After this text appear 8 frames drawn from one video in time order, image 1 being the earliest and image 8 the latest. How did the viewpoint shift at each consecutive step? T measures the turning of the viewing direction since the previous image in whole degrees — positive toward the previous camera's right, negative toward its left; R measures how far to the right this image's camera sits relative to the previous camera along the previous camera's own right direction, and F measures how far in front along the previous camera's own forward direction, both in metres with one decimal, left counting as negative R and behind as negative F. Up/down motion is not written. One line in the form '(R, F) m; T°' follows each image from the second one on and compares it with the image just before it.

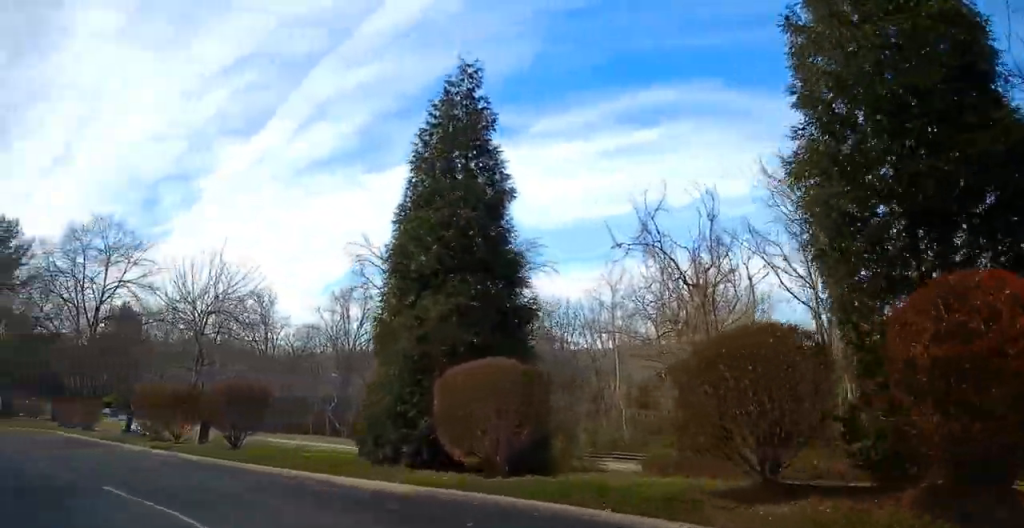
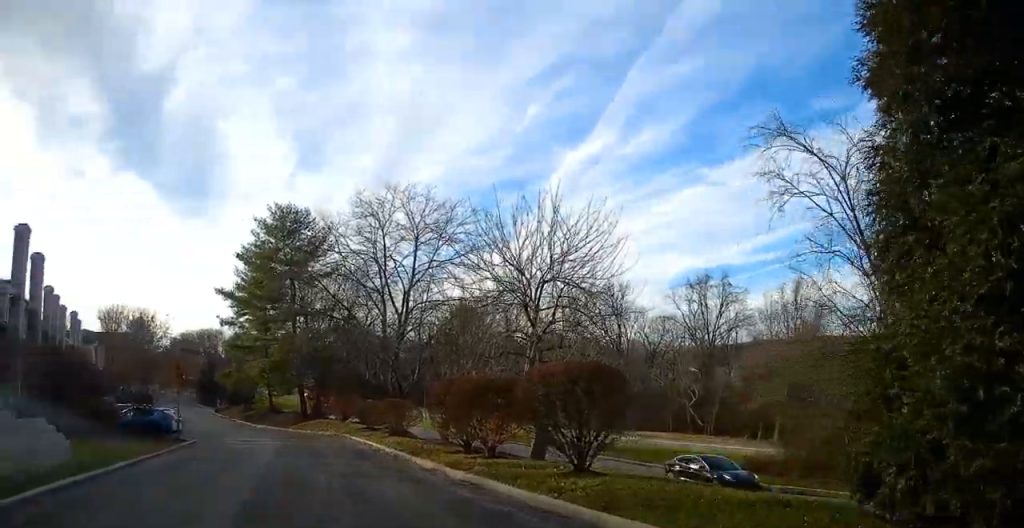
(-2.6, +7.1) m; -34°
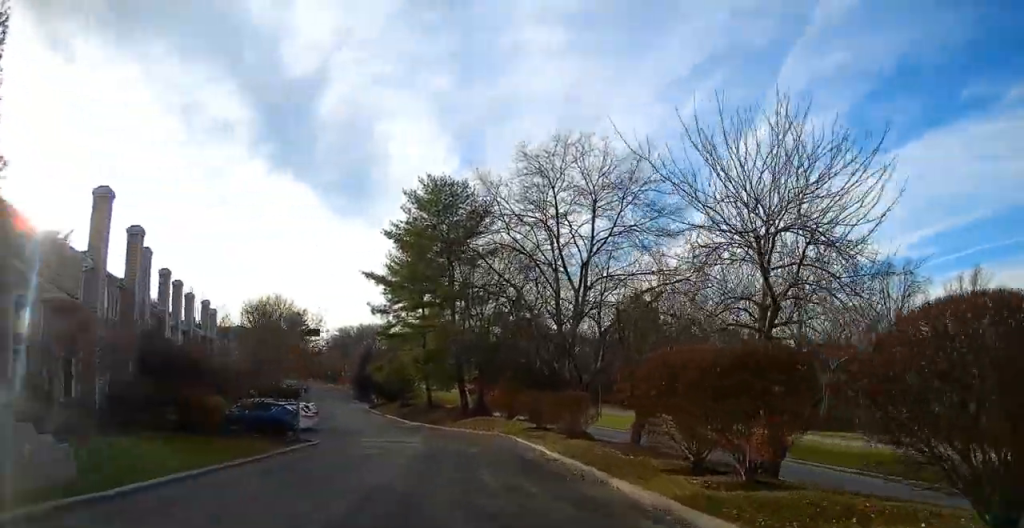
(-0.8, +6.6) m; -10°
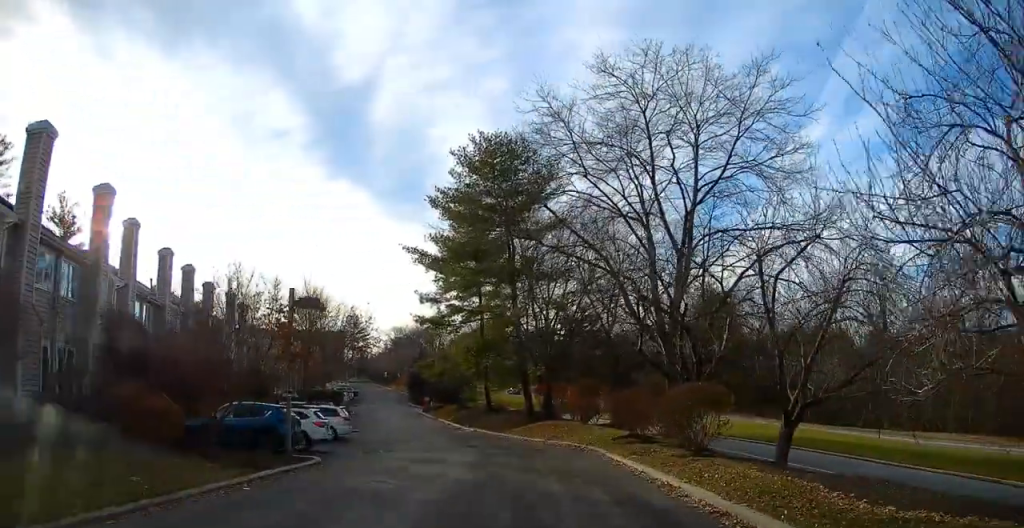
(-0.5, +8.4) m; -7°
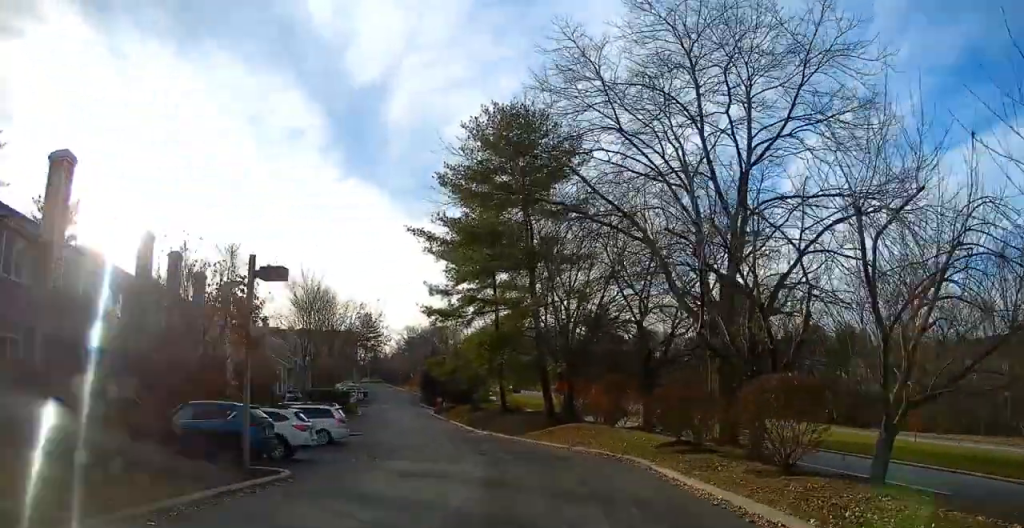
(-0.2, +4.2) m; -1°
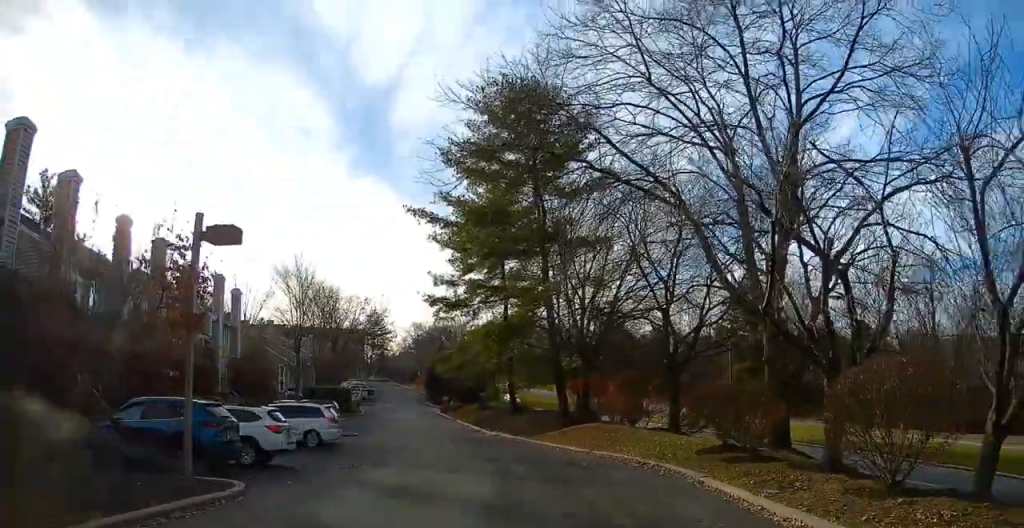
(0.0, +3.2) m; 0°
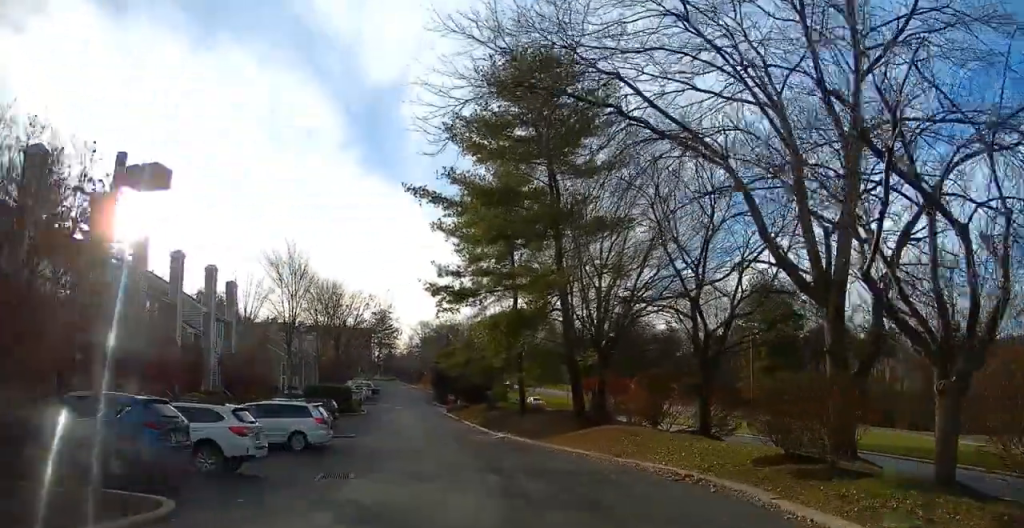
(0.0, +3.0) m; 0°
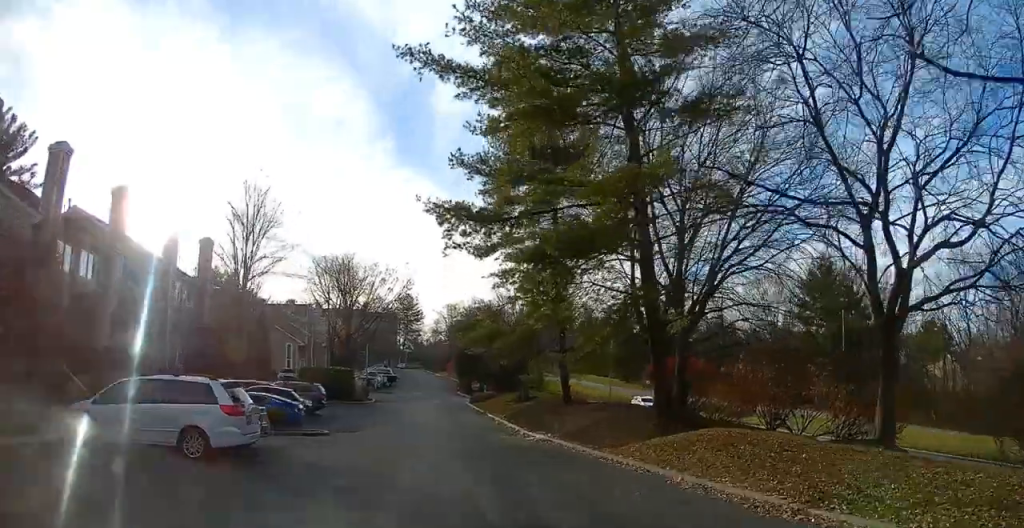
(-0.3, +10.5) m; -2°
